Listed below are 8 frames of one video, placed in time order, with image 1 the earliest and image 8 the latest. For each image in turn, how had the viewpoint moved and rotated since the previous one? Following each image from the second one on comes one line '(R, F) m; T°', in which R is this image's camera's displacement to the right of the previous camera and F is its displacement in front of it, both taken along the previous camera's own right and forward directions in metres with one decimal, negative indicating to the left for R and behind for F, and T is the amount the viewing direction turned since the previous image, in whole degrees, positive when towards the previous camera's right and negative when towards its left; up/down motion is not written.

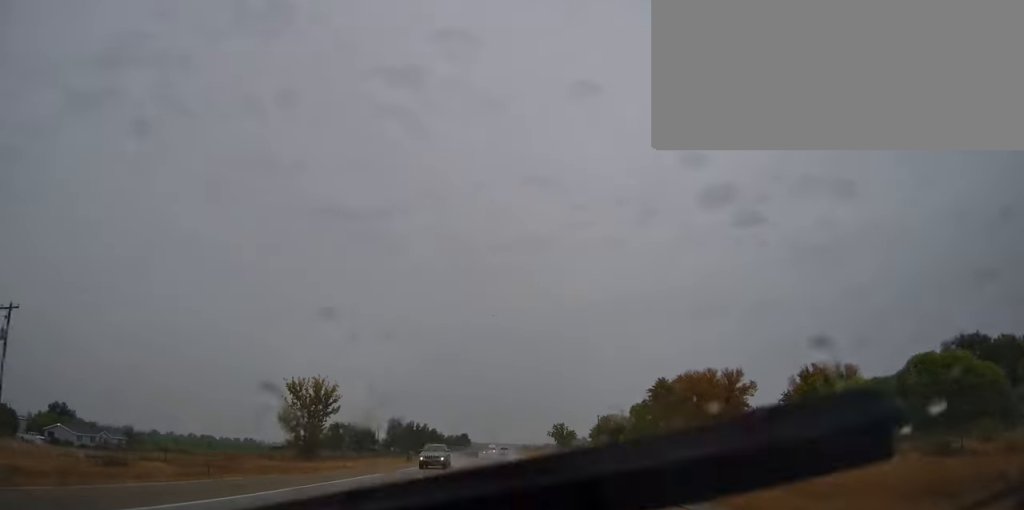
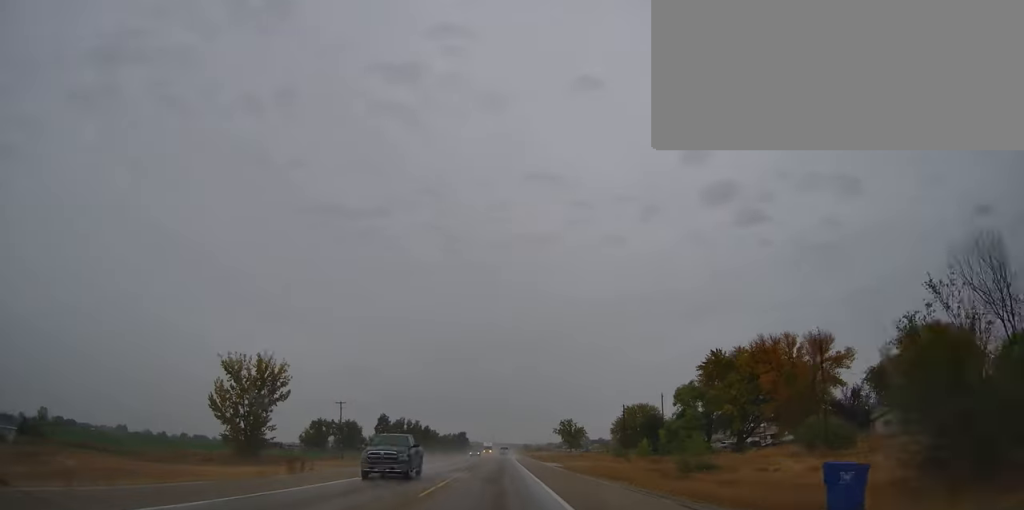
(+0.2, +34.7) m; 0°
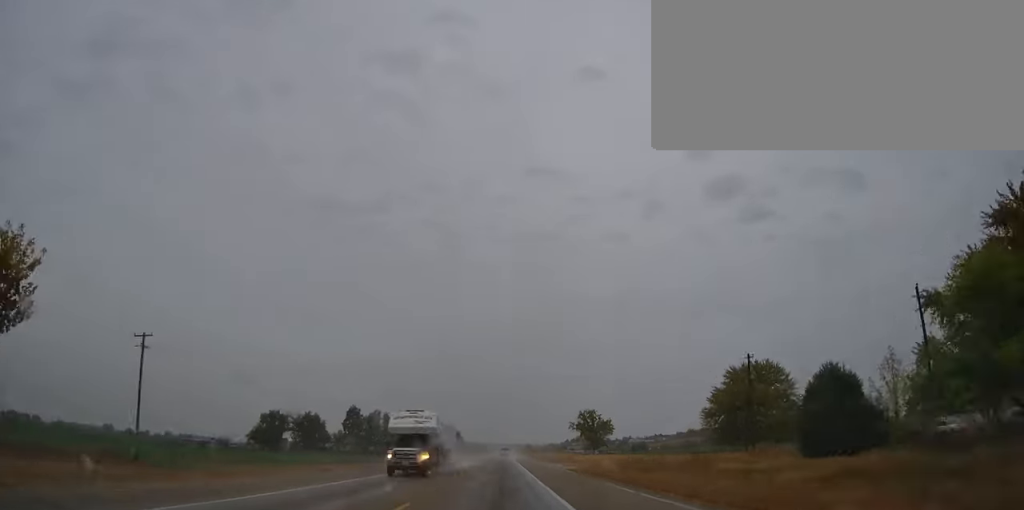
(+0.2, +67.3) m; 0°
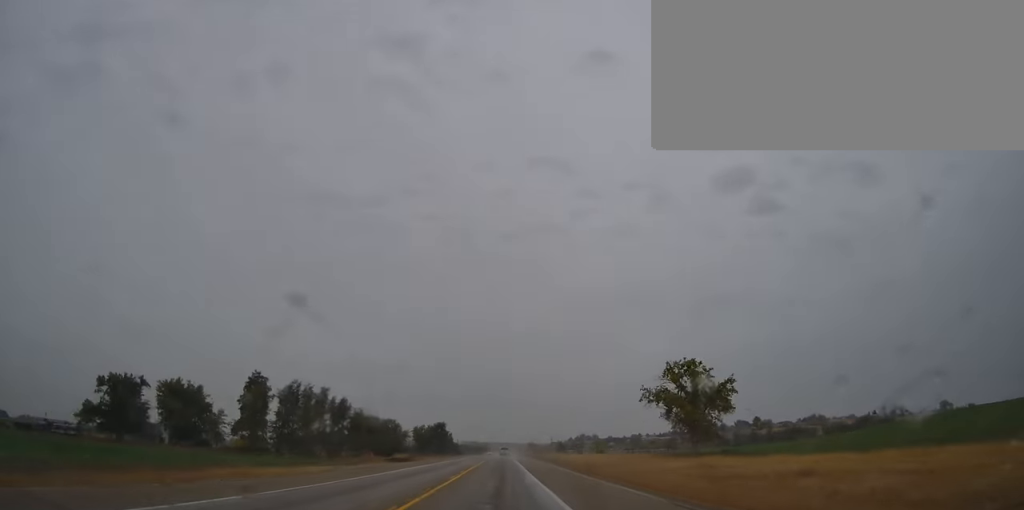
(+0.3, +109.4) m; 0°
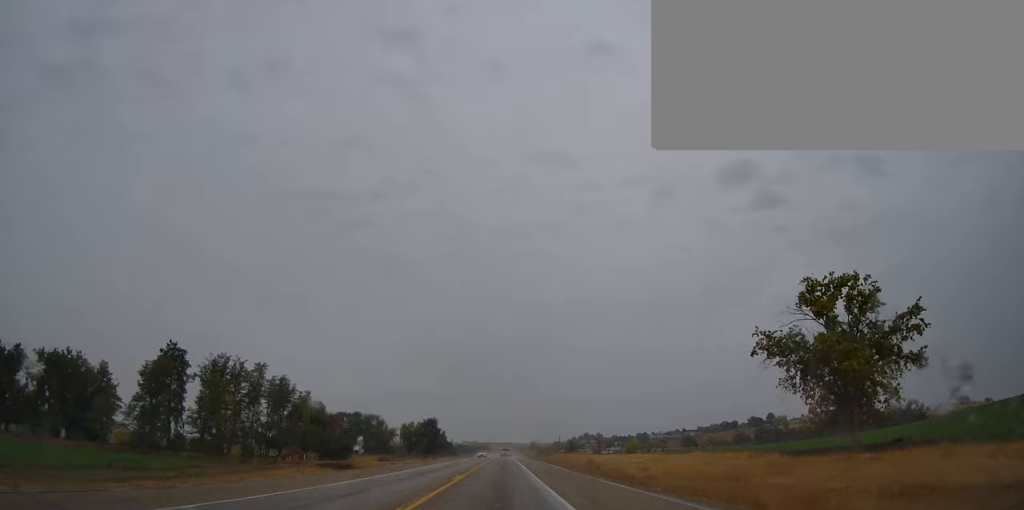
(-0.6, +46.2) m; 0°
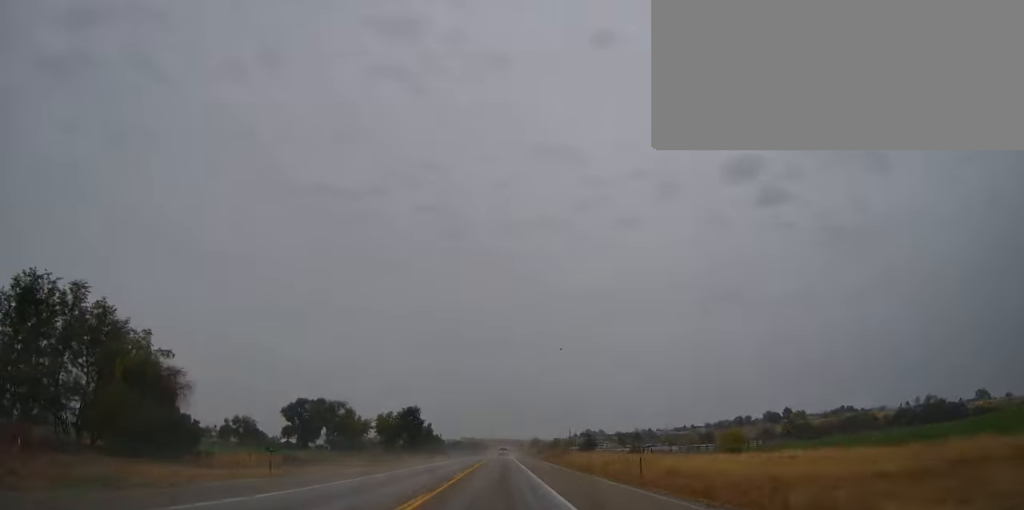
(+0.9, +58.0) m; 0°
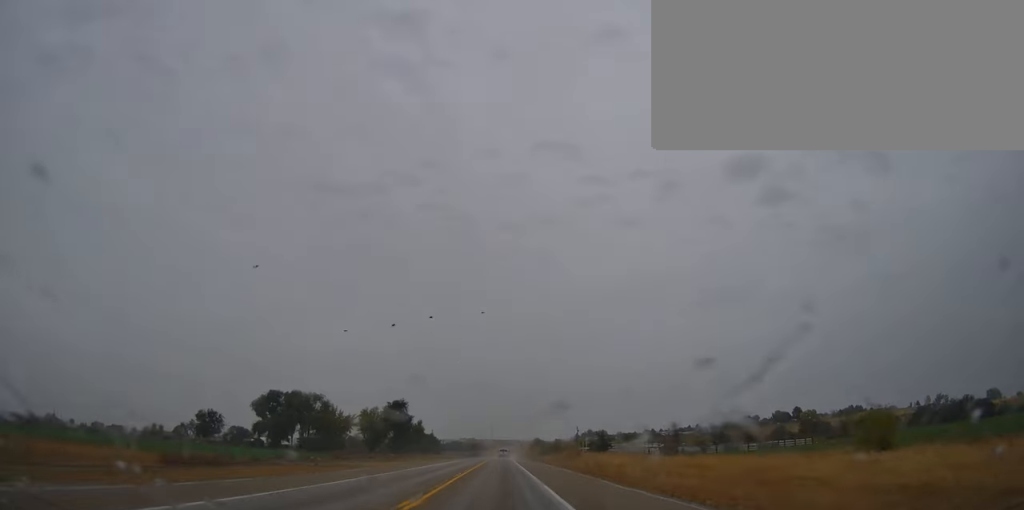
(-0.5, +29.9) m; 0°
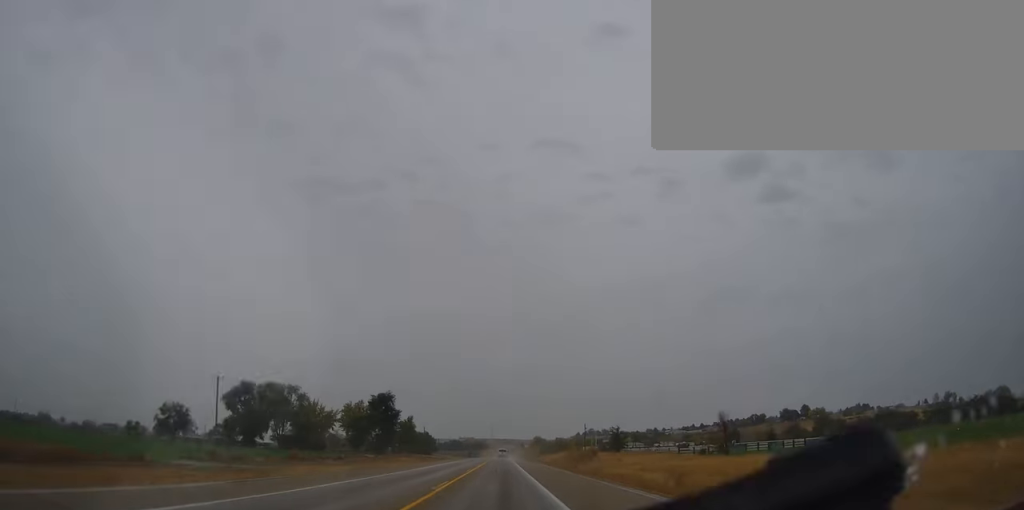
(-0.3, +23.9) m; 0°
